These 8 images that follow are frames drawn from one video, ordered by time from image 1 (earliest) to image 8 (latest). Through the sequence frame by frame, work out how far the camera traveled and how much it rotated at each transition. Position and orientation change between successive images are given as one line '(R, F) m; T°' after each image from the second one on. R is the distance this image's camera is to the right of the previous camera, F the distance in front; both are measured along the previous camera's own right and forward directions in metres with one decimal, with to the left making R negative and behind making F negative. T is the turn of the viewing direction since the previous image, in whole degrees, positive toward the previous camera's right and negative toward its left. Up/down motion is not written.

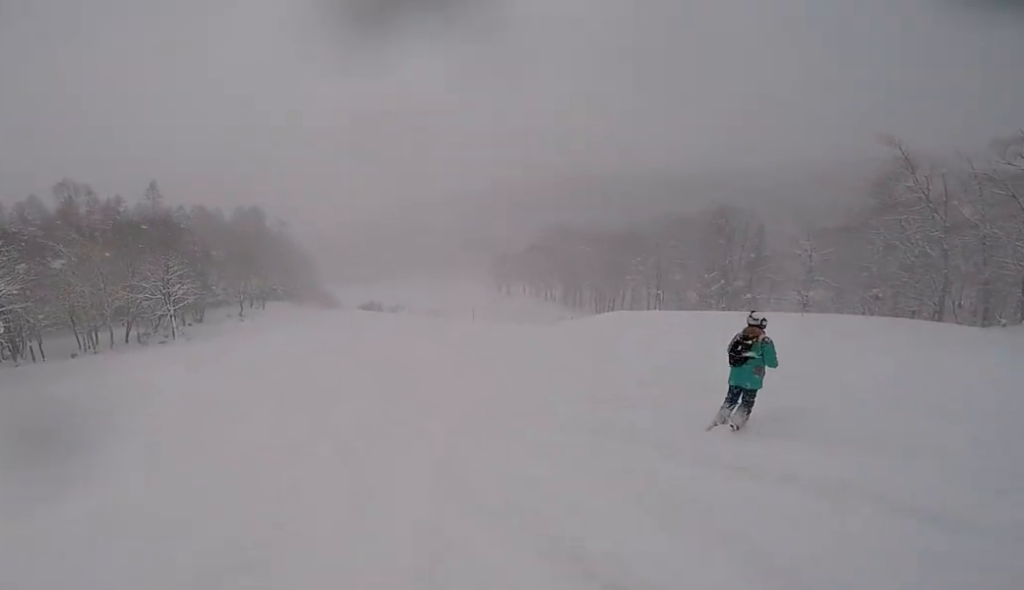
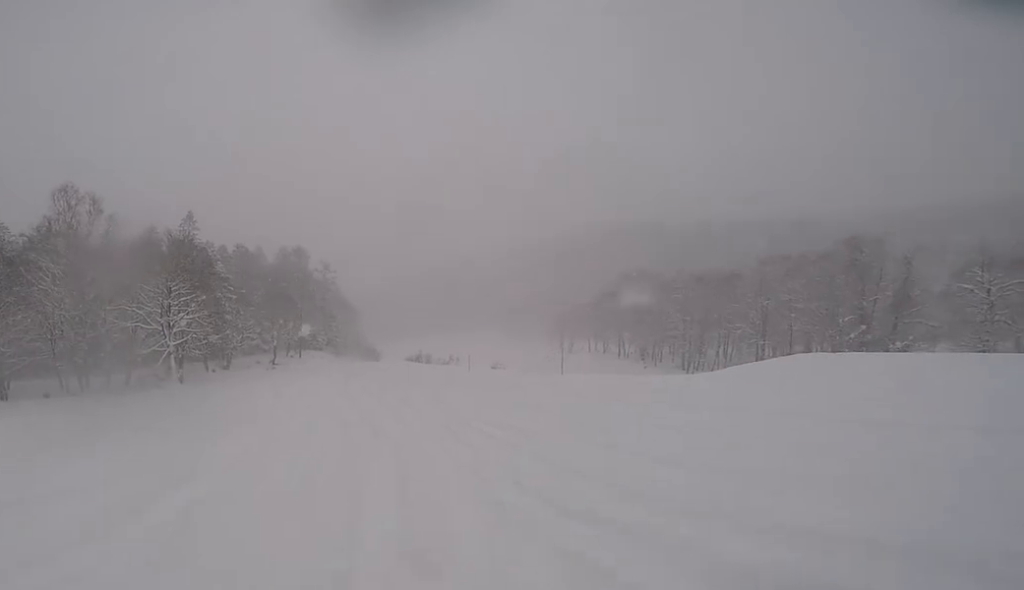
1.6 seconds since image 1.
(-0.3, +9.7) m; -1°
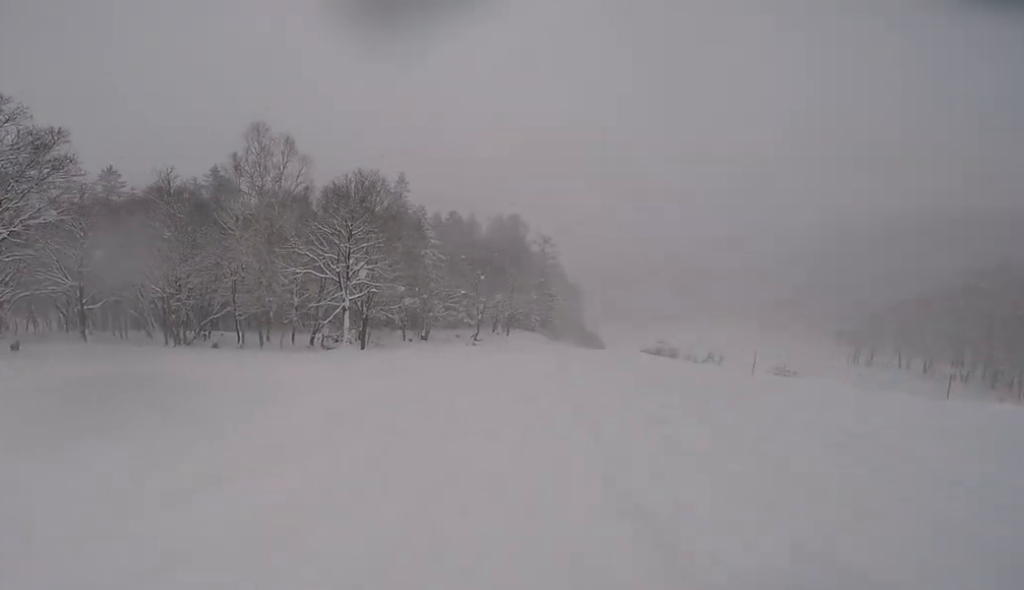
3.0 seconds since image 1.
(-0.2, +7.7) m; -4°
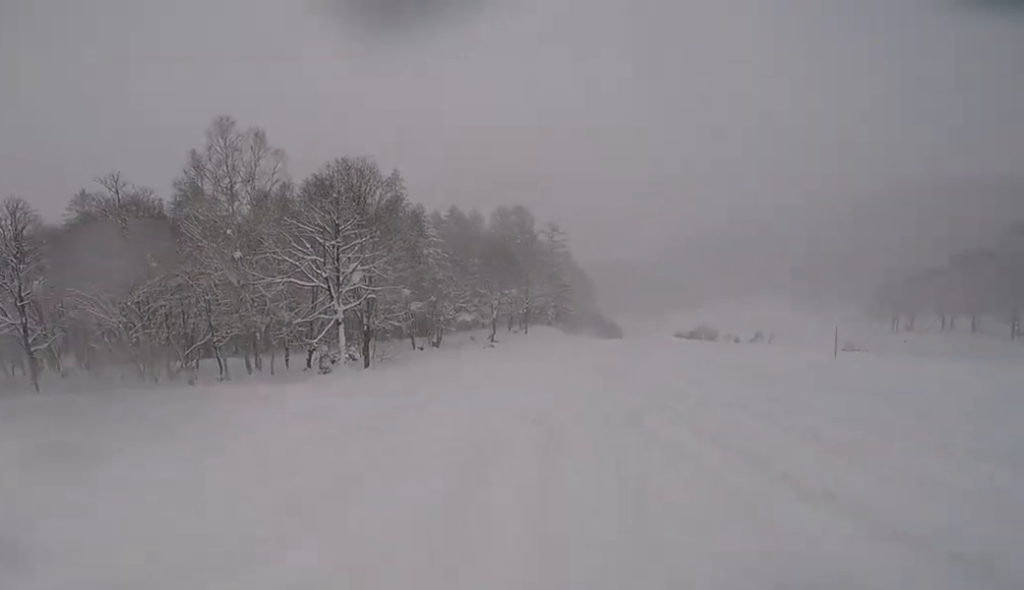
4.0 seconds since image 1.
(-0.1, +5.2) m; +6°
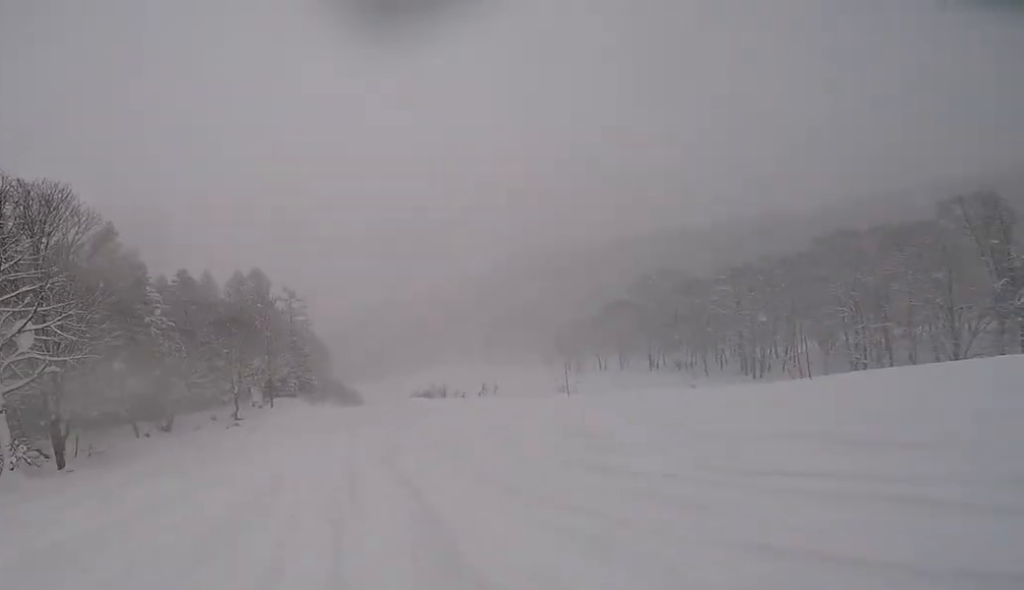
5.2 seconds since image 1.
(+0.6, +4.9) m; +2°
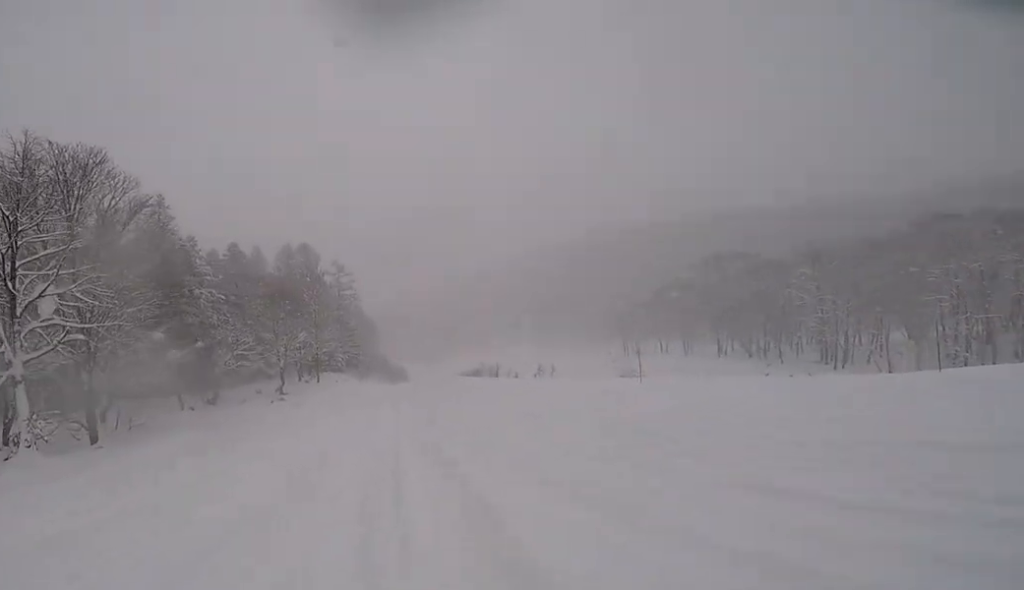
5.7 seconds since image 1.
(-0.3, +2.0) m; +2°
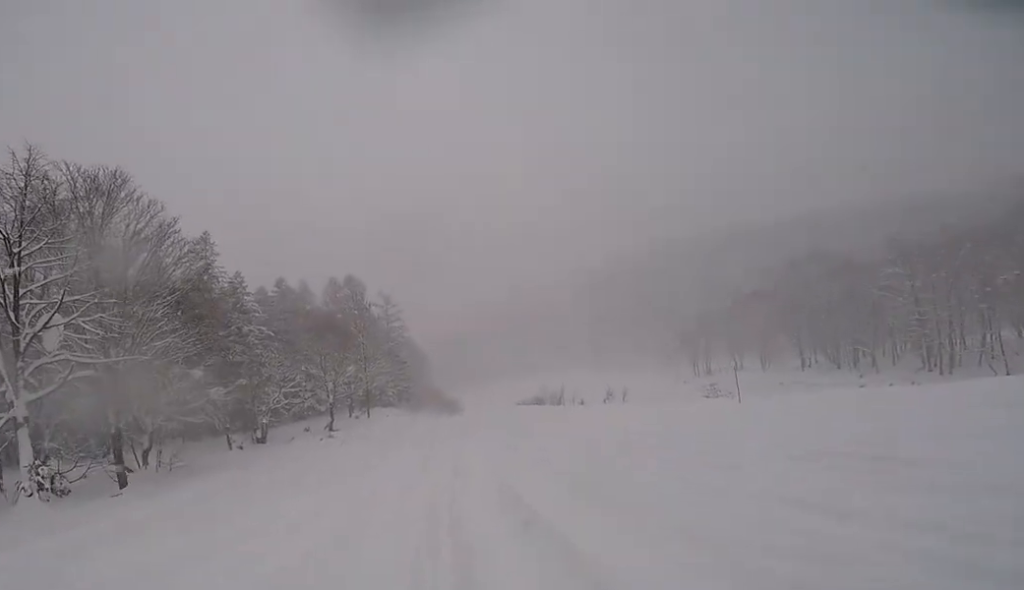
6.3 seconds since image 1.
(-0.1, +2.3) m; +6°
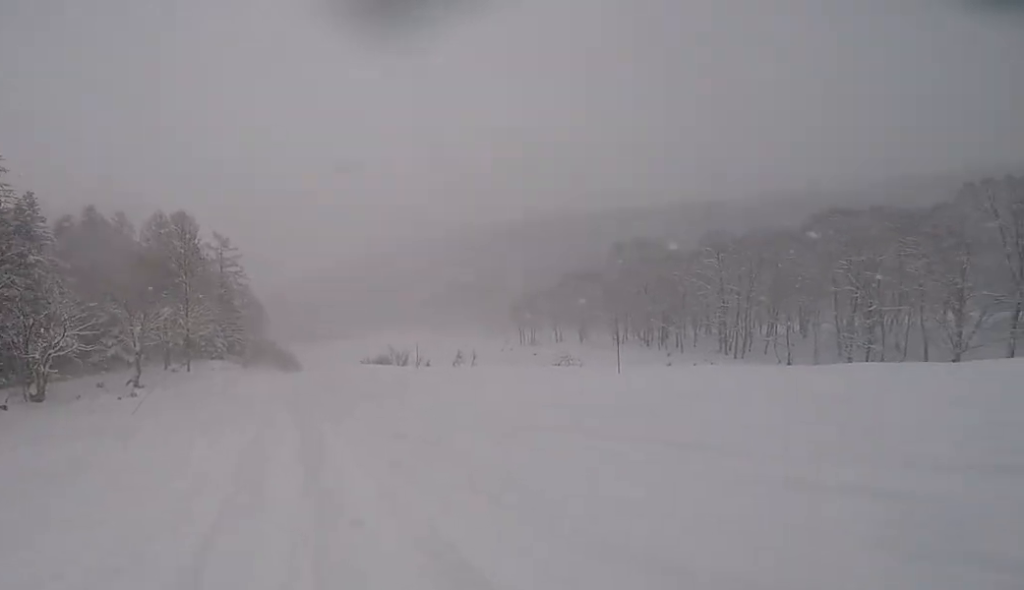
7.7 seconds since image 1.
(+1.1, +4.5) m; +13°
